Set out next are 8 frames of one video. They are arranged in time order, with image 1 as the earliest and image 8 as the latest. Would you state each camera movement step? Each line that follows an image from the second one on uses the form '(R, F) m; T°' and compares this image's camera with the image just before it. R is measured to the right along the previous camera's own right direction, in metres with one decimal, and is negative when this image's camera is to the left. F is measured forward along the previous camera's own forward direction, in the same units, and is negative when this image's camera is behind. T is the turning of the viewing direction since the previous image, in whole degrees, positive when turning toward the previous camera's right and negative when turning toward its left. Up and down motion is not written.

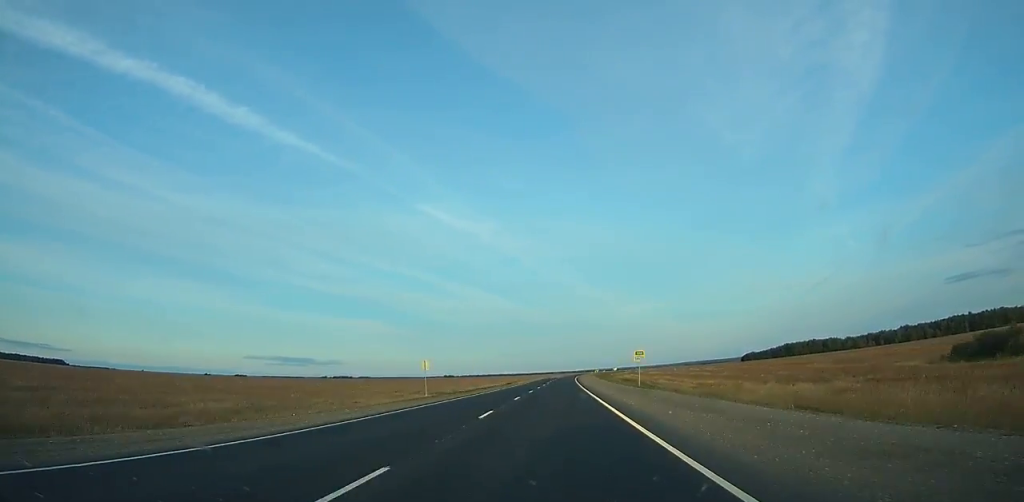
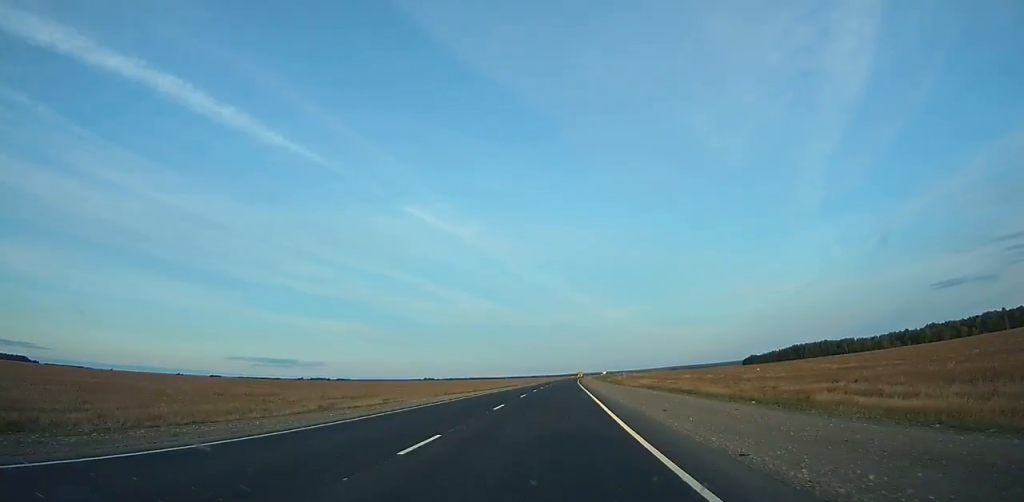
(+1.4, +103.7) m; +2°
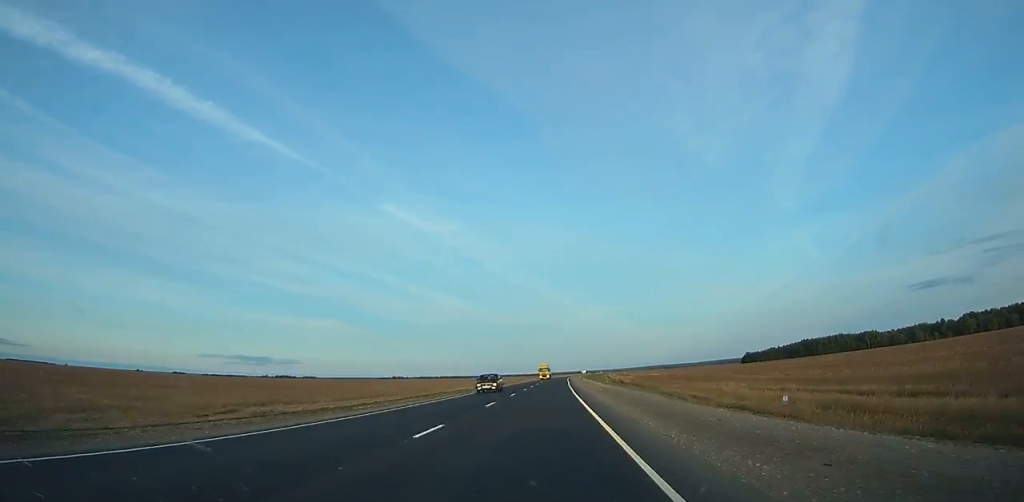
(+2.9, +128.7) m; +2°
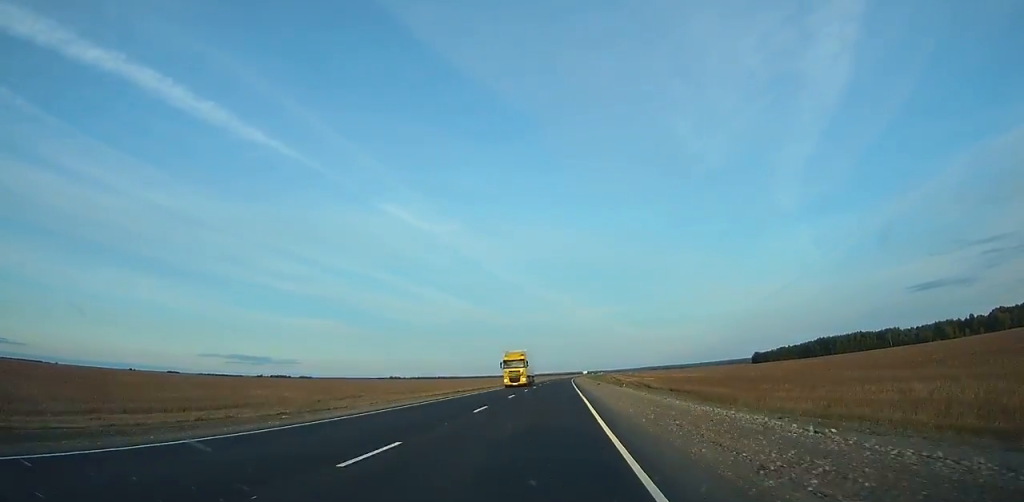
(+0.5, +51.6) m; +1°
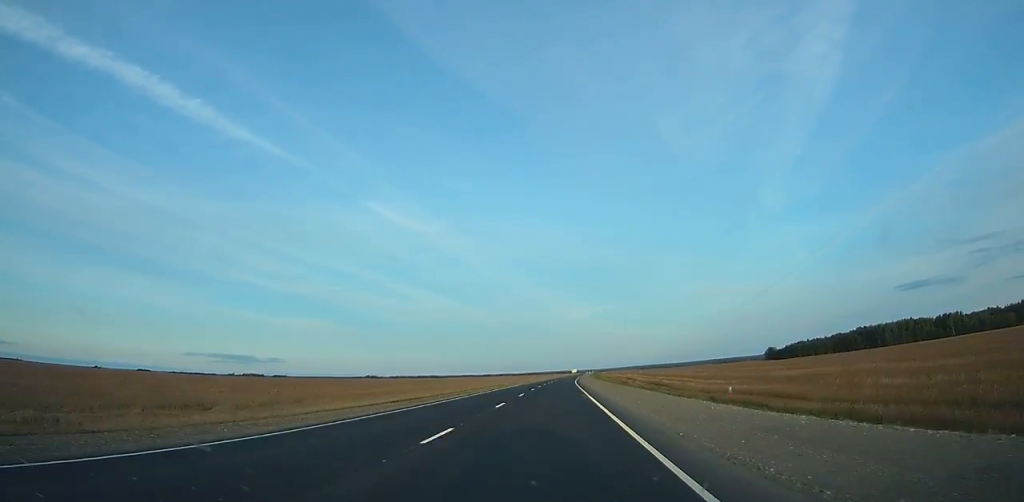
(+1.3, +138.9) m; +1°
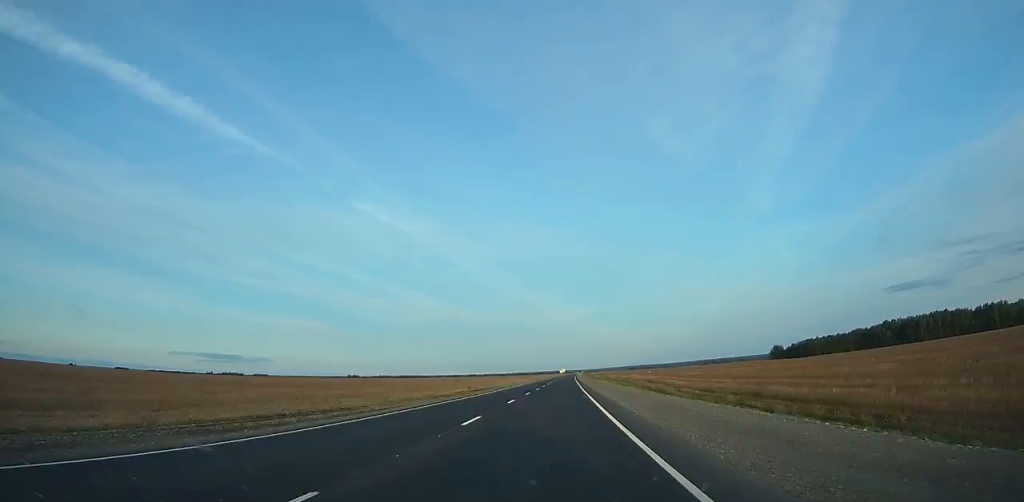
(+0.8, +79.1) m; +1°
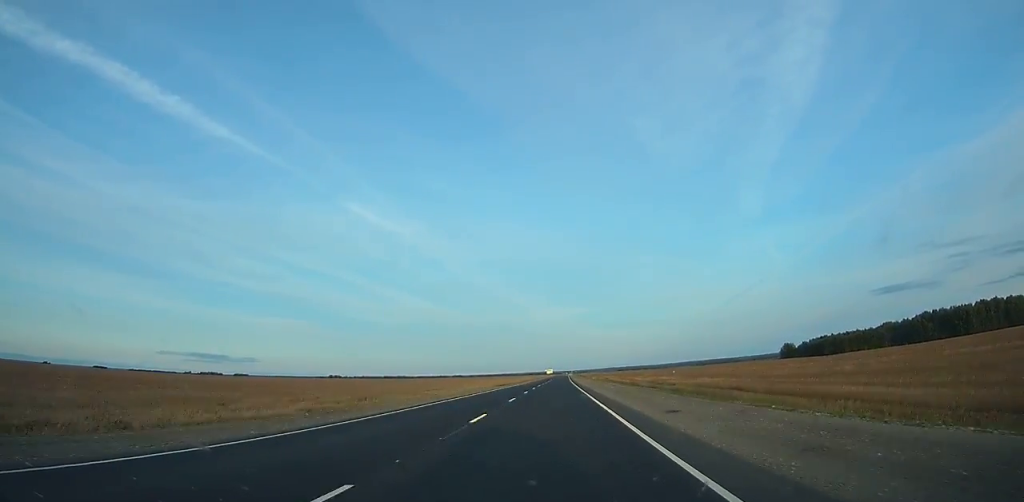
(+1.1, +82.9) m; +1°
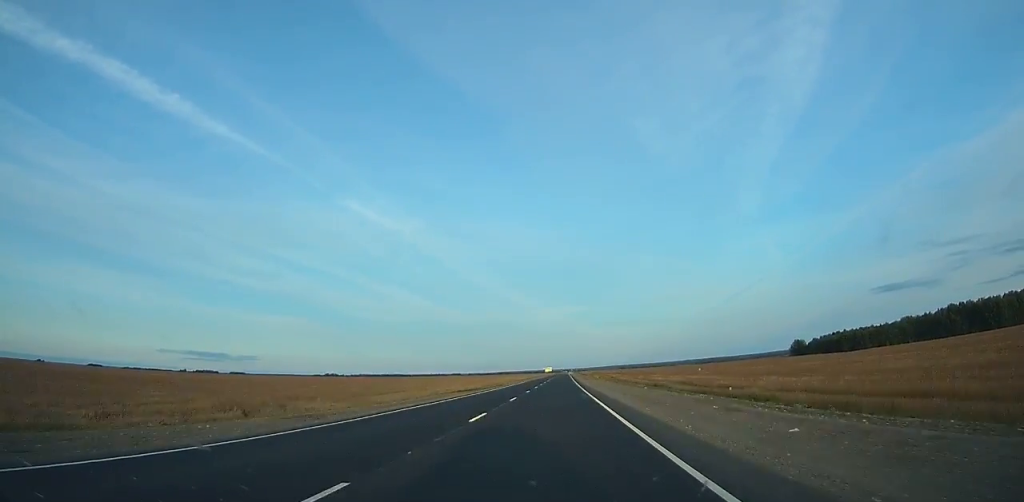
(+0.1, +35.9) m; 0°
